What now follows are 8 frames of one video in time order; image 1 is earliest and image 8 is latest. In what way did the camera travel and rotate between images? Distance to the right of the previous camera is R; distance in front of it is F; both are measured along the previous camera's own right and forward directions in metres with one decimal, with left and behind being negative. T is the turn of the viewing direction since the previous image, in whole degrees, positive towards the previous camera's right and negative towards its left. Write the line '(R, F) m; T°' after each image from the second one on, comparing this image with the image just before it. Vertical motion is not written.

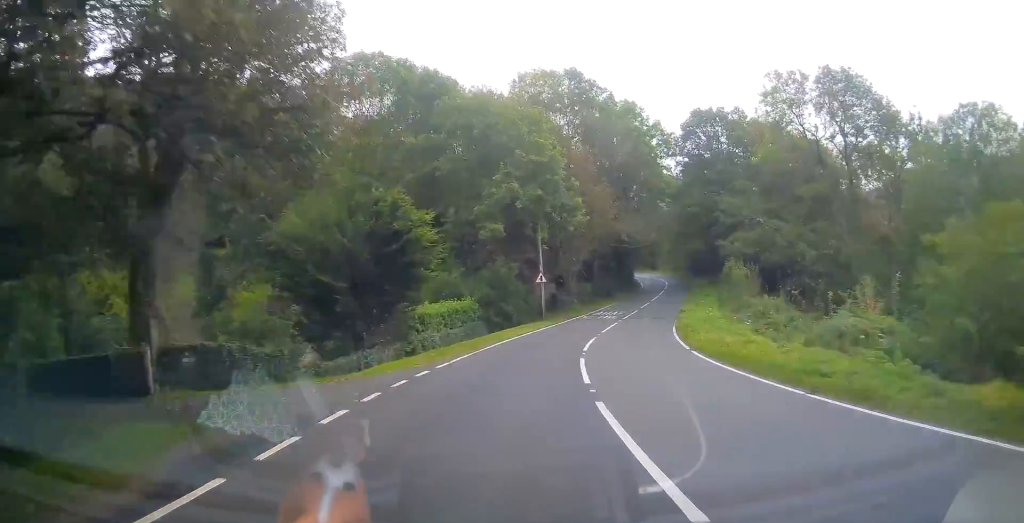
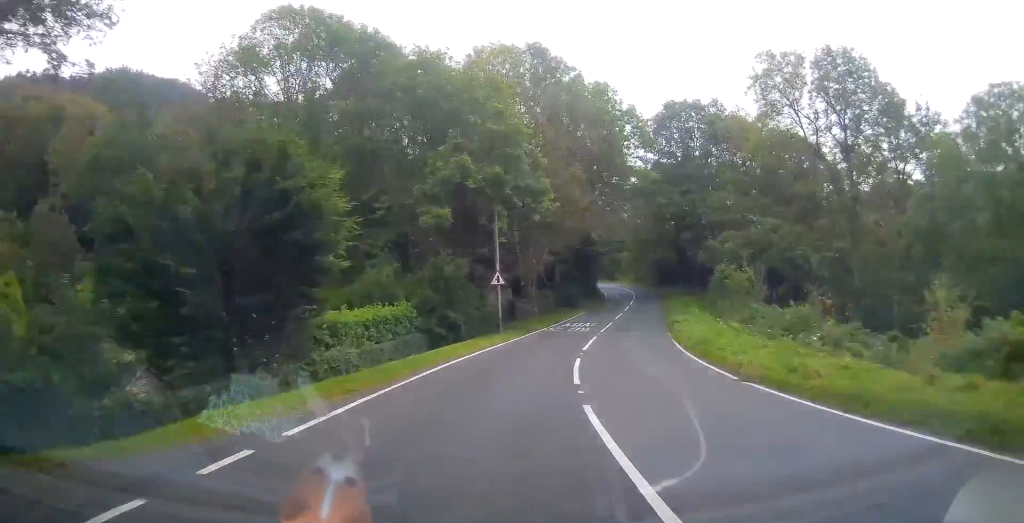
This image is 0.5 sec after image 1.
(+0.2, +8.1) m; +5°
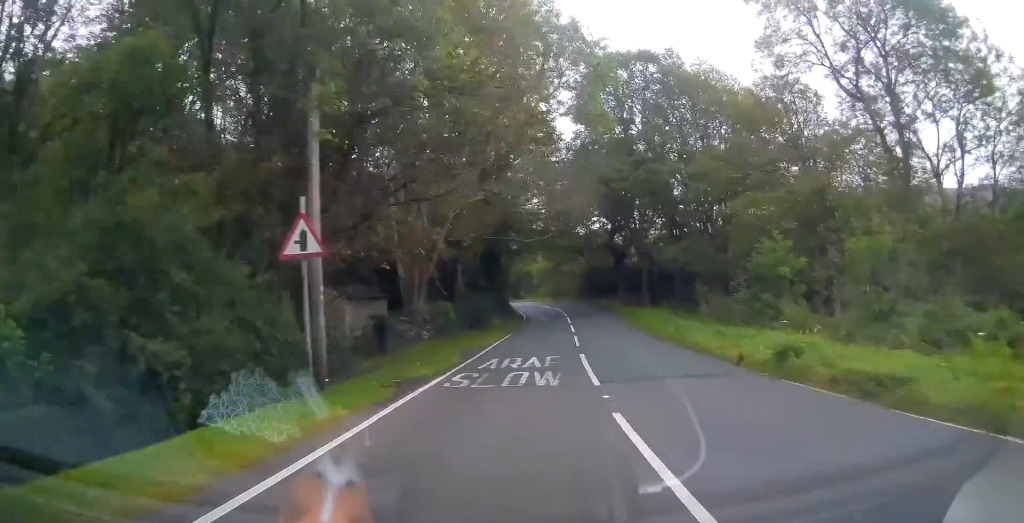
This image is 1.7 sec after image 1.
(+1.7, +19.9) m; +10°
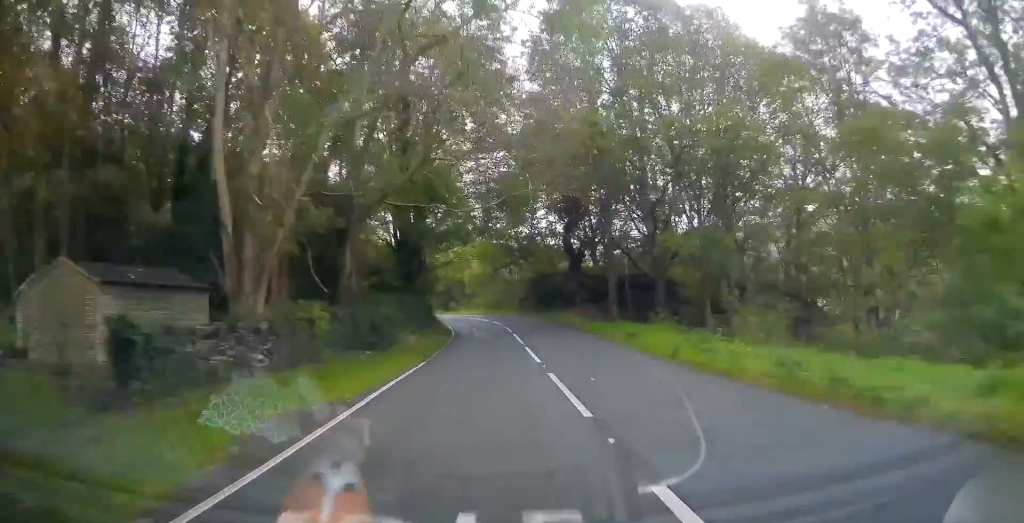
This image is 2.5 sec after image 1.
(+1.0, +14.4) m; +5°
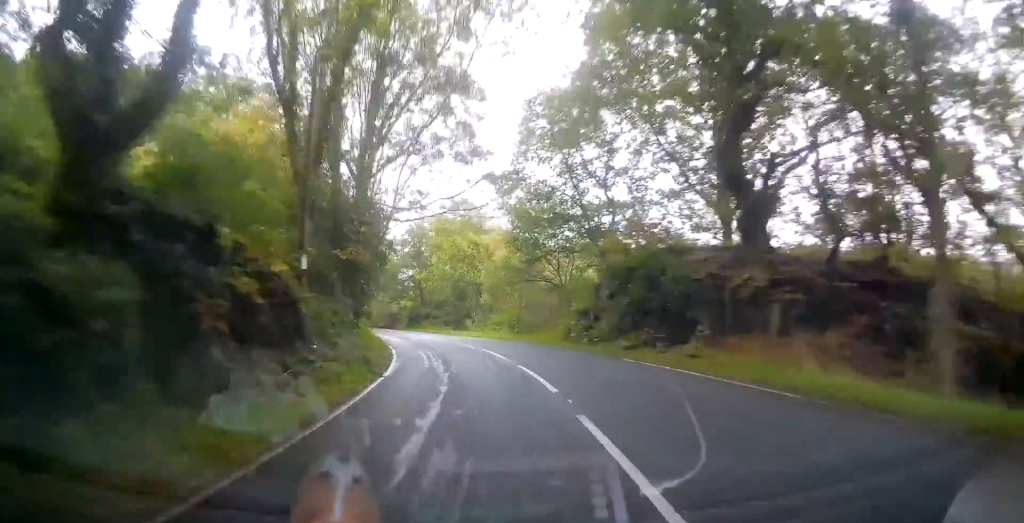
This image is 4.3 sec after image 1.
(+0.9, +33.4) m; -3°
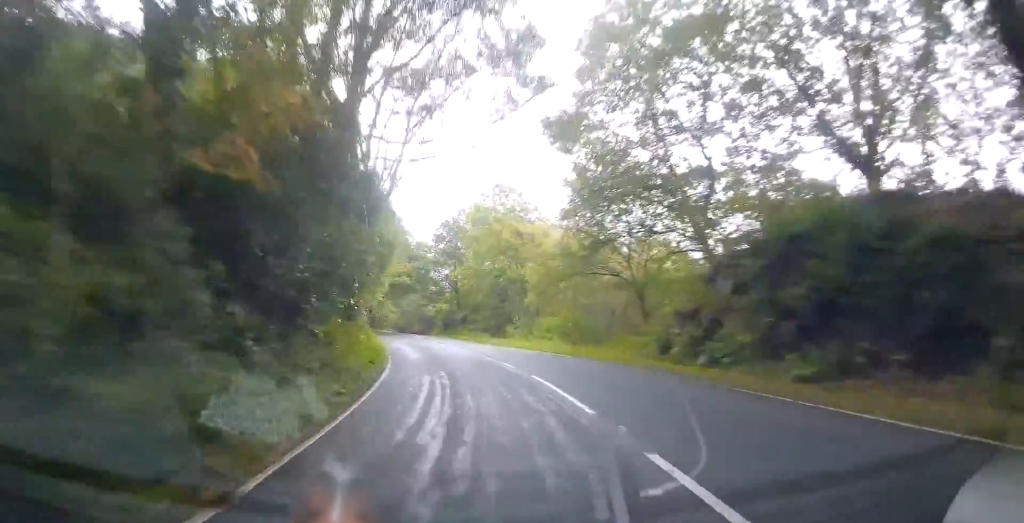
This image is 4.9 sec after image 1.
(-0.3, +10.7) m; -4°
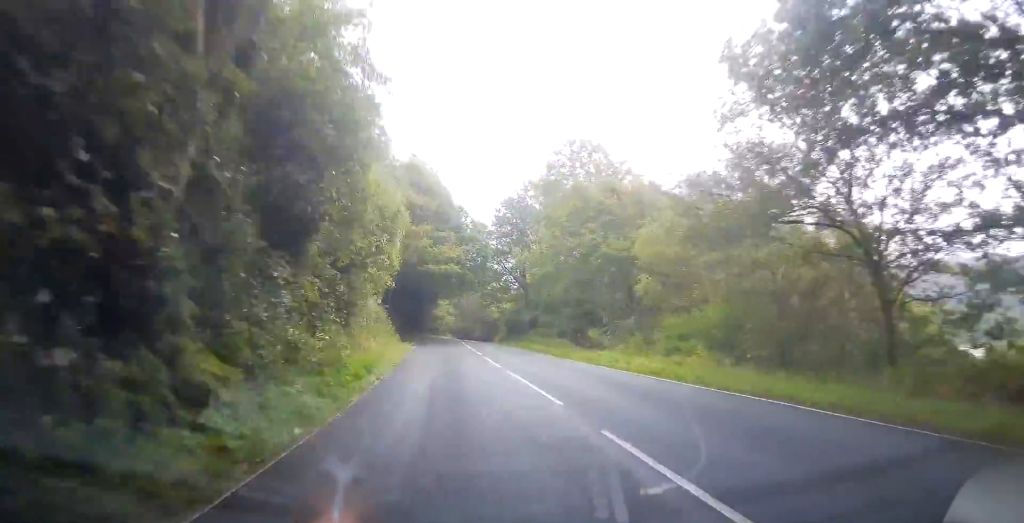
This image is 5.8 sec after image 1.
(-1.0, +16.1) m; -6°
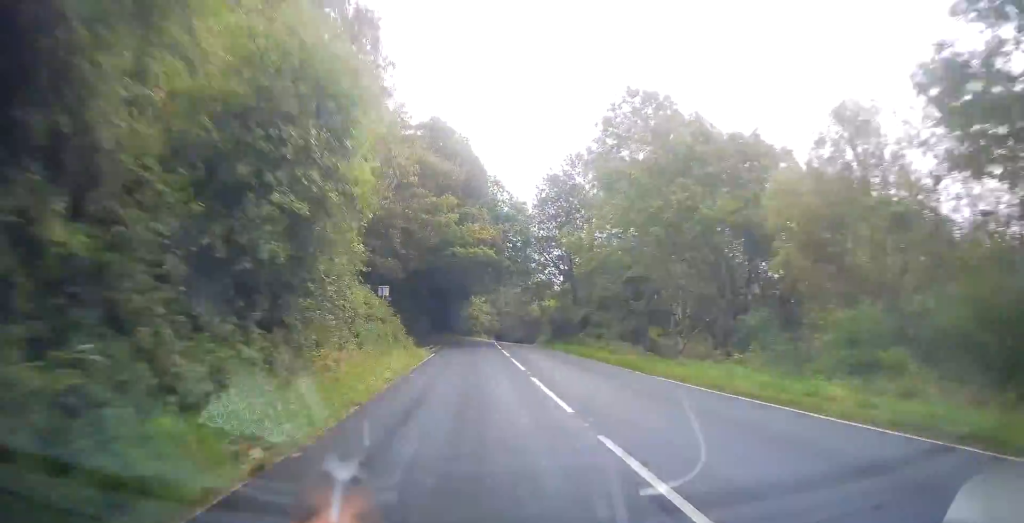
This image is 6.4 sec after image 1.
(-0.4, +9.6) m; -3°
